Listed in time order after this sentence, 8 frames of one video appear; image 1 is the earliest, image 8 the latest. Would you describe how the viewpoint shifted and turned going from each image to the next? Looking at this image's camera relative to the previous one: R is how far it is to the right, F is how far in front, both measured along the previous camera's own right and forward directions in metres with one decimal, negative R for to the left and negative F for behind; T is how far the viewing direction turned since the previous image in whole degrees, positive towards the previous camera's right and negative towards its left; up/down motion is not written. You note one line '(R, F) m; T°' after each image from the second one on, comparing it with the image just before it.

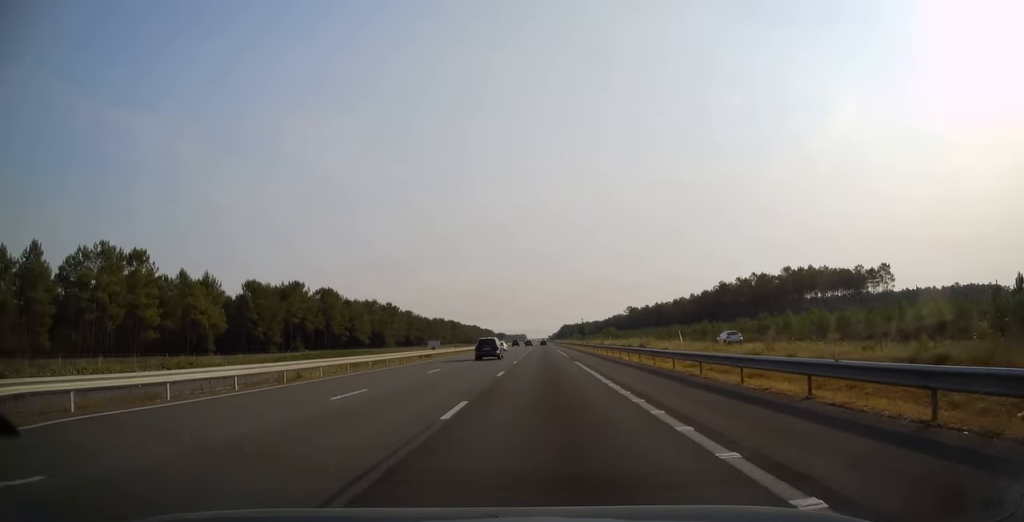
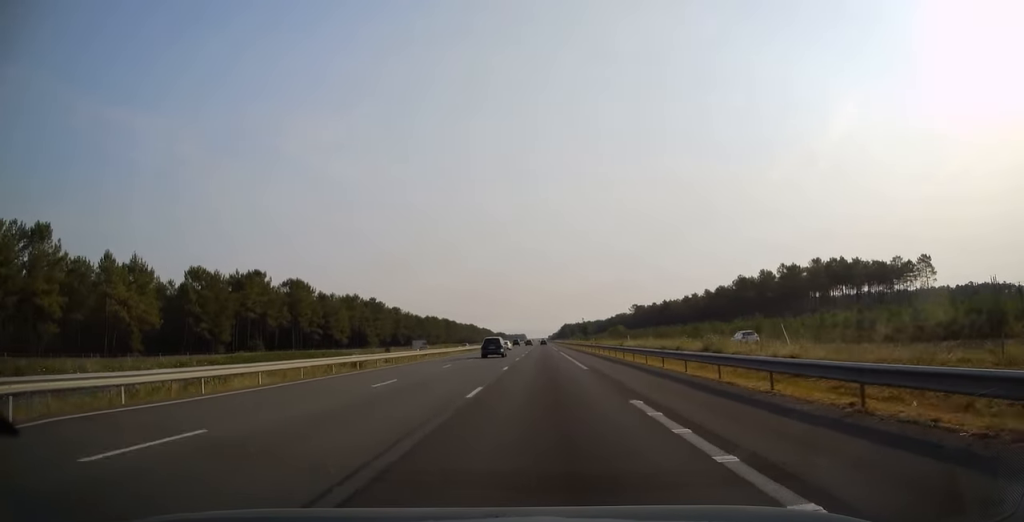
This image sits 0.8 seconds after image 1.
(0.0, +22.0) m; 0°
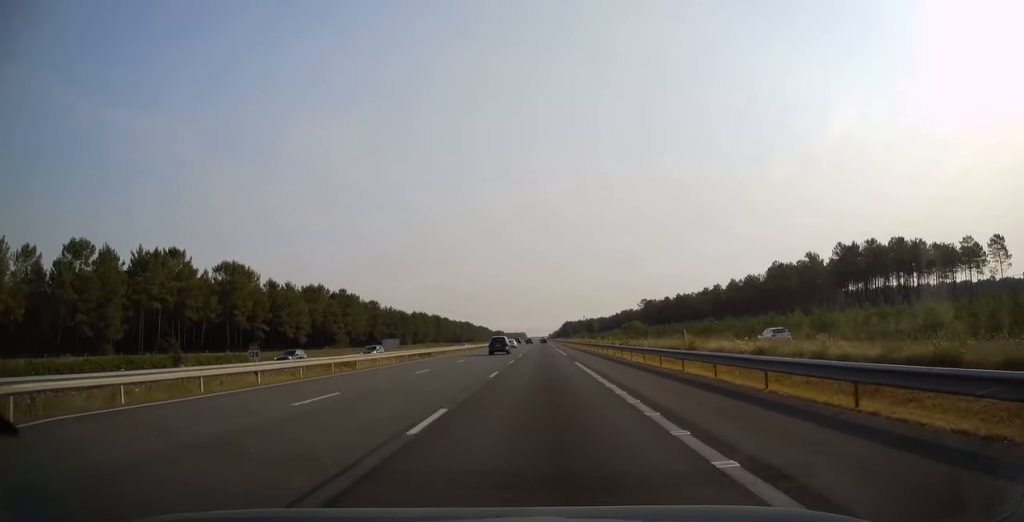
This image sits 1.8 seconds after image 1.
(0.0, +31.8) m; 0°
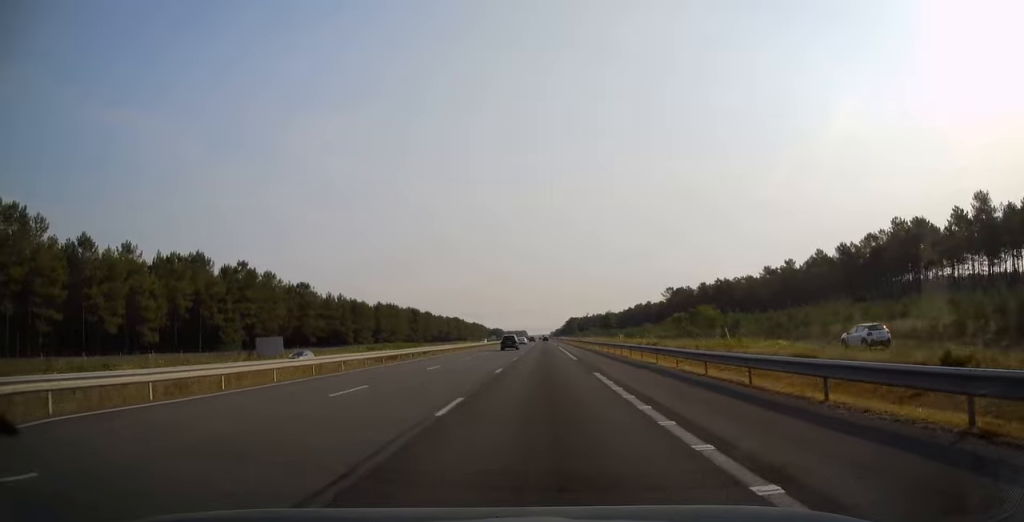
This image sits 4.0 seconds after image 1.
(-0.1, +63.2) m; 0°
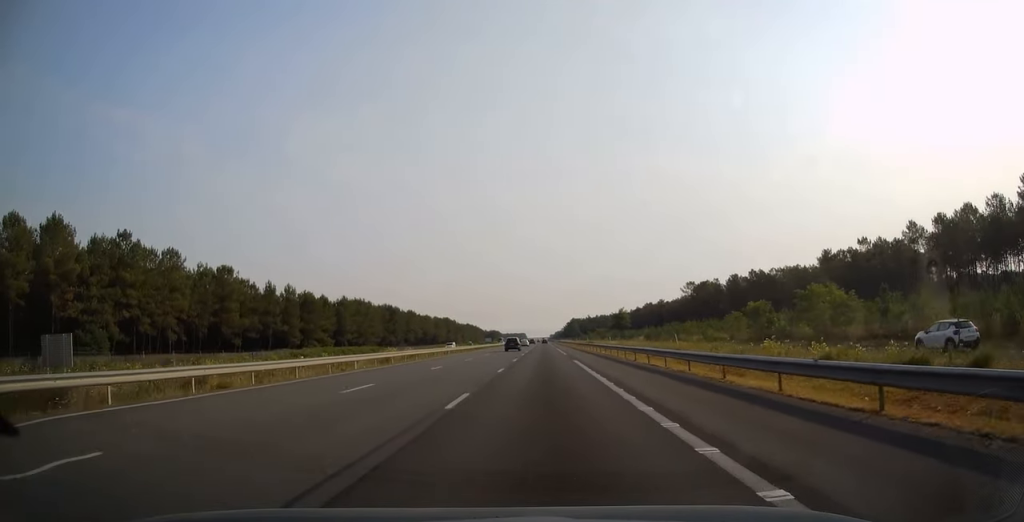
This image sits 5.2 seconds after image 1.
(0.0, +38.0) m; 0°
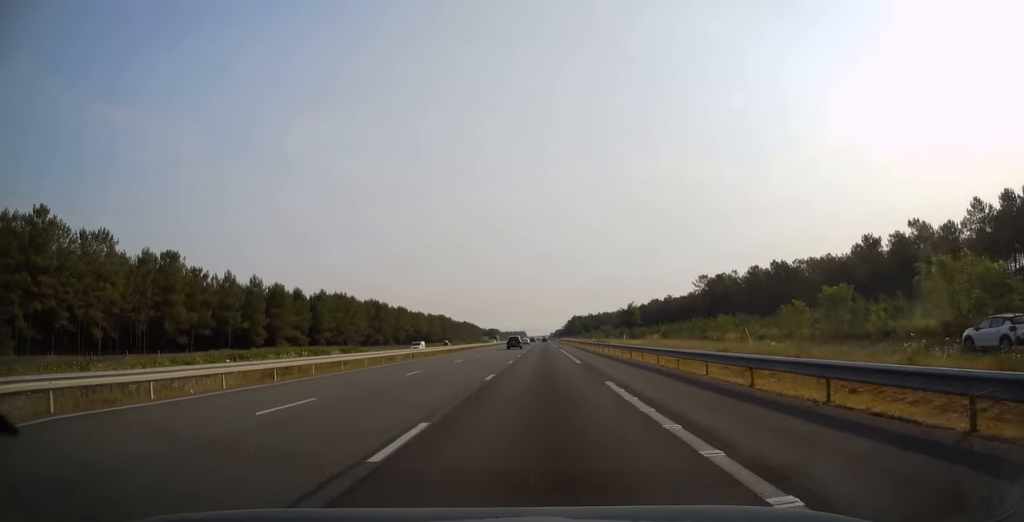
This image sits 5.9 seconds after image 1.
(+0.1, +18.2) m; 0°
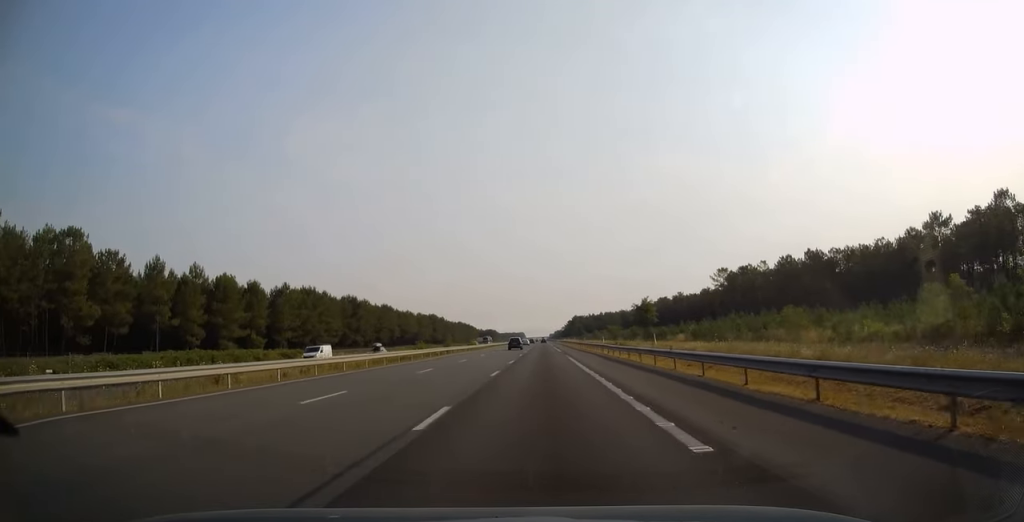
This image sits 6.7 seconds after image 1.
(0.0, +23.6) m; 0°
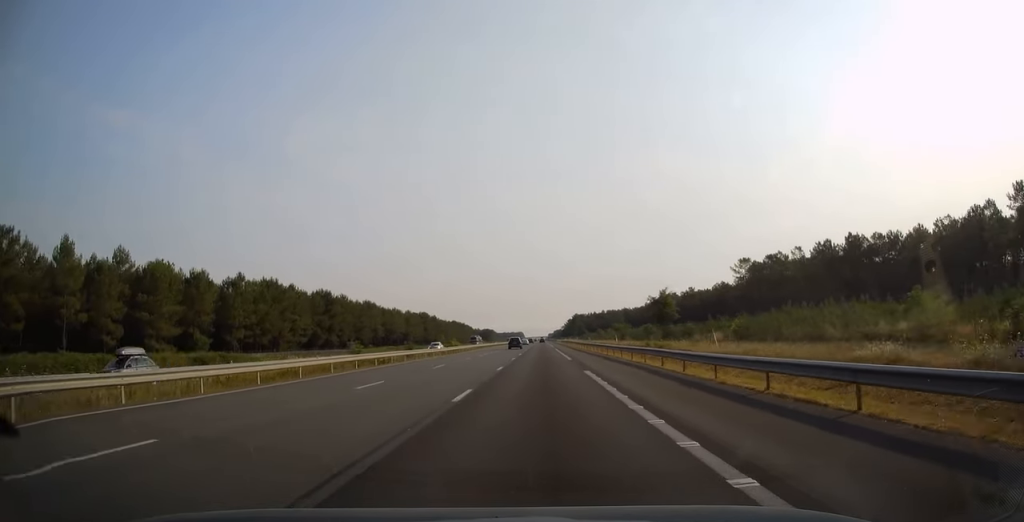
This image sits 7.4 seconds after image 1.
(0.0, +21.6) m; 0°
